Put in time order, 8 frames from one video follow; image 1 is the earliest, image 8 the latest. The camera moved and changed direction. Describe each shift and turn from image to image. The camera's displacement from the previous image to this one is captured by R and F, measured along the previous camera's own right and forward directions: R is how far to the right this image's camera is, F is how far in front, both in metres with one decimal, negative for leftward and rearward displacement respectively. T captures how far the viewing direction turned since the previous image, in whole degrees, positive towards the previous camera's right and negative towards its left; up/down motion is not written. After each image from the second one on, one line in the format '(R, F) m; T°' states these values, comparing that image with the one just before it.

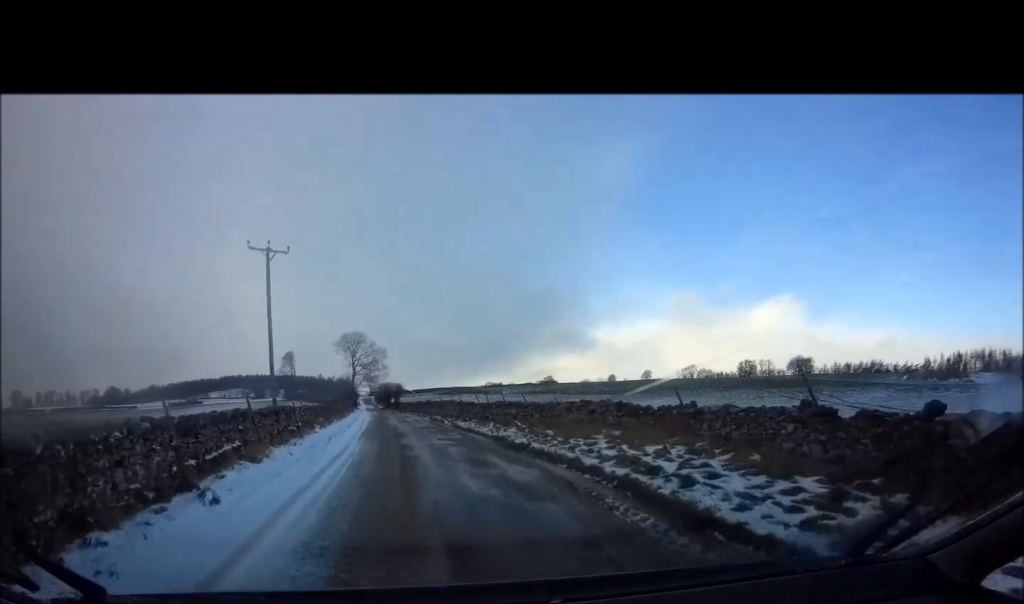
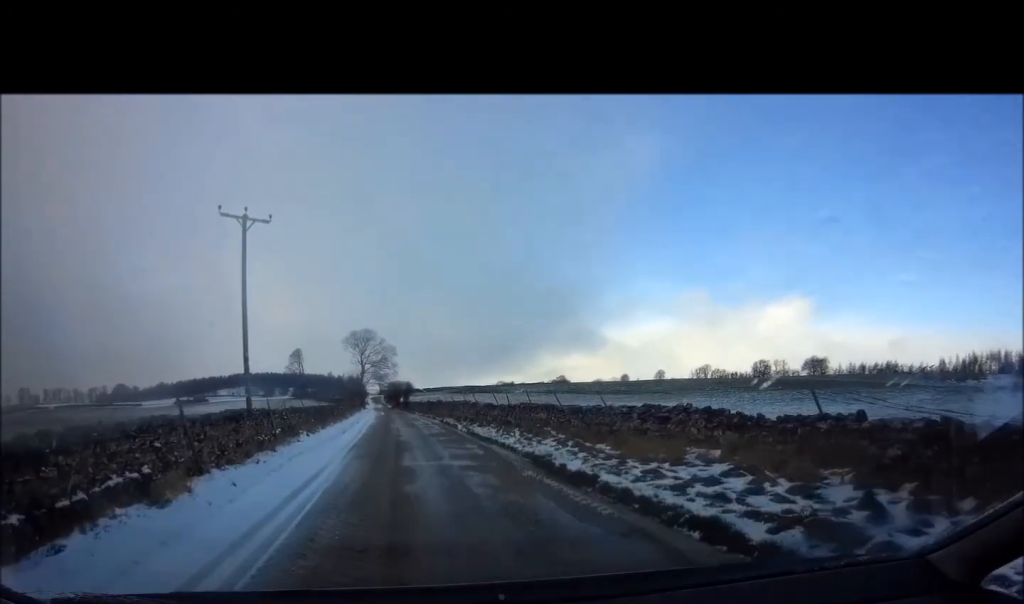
(-0.1, +5.1) m; -2°
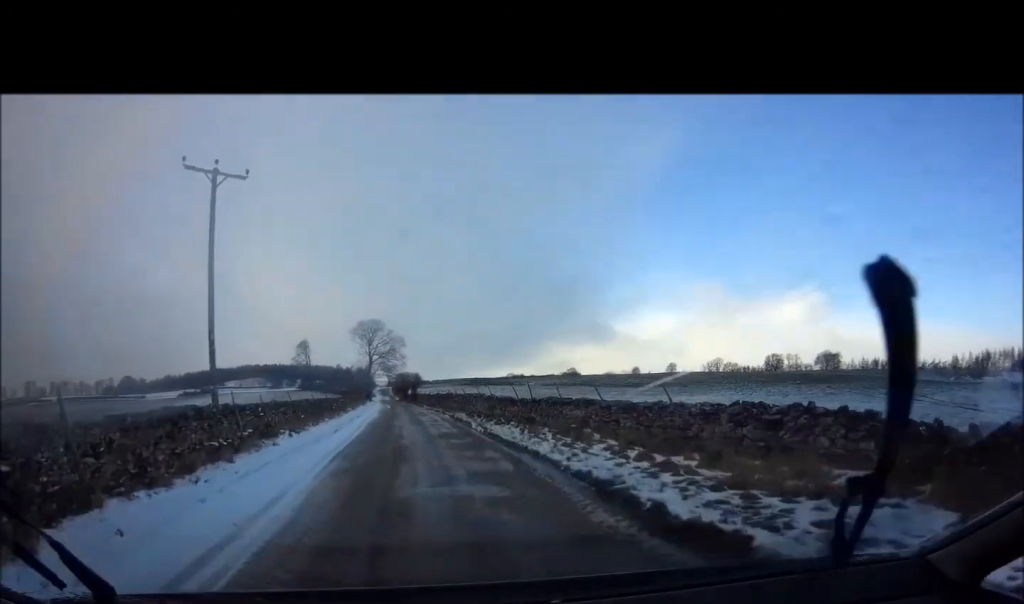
(0.0, +3.8) m; -2°
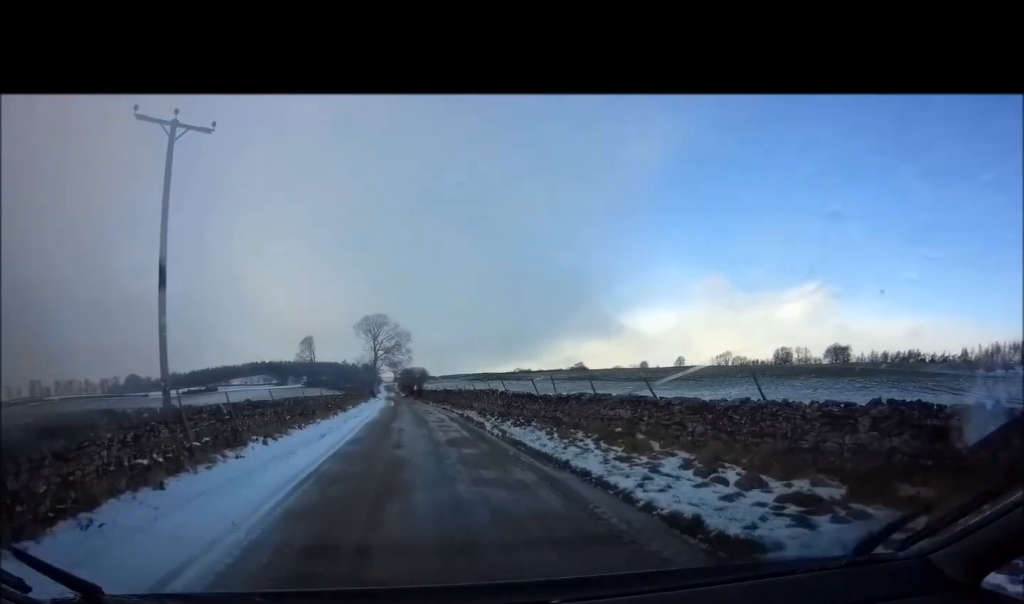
(-0.1, +3.5) m; -2°
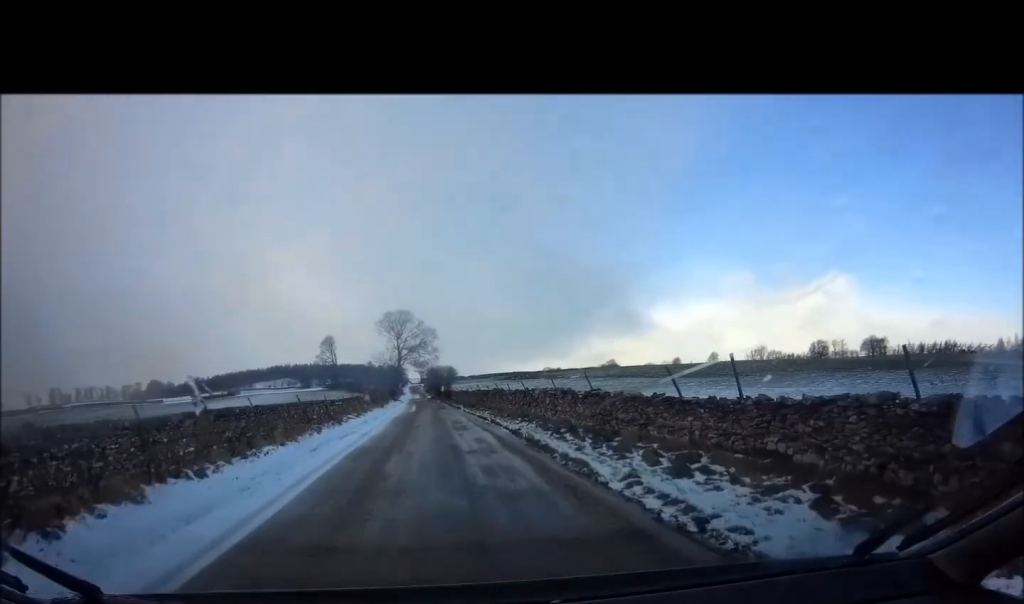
(-0.3, +10.9) m; -1°
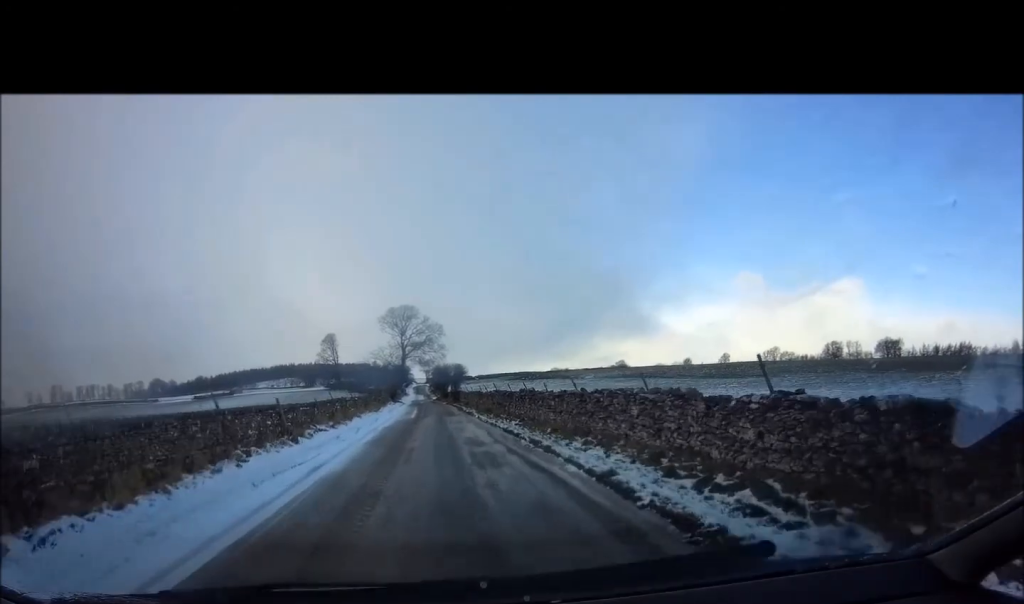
(+0.1, +8.4) m; +1°
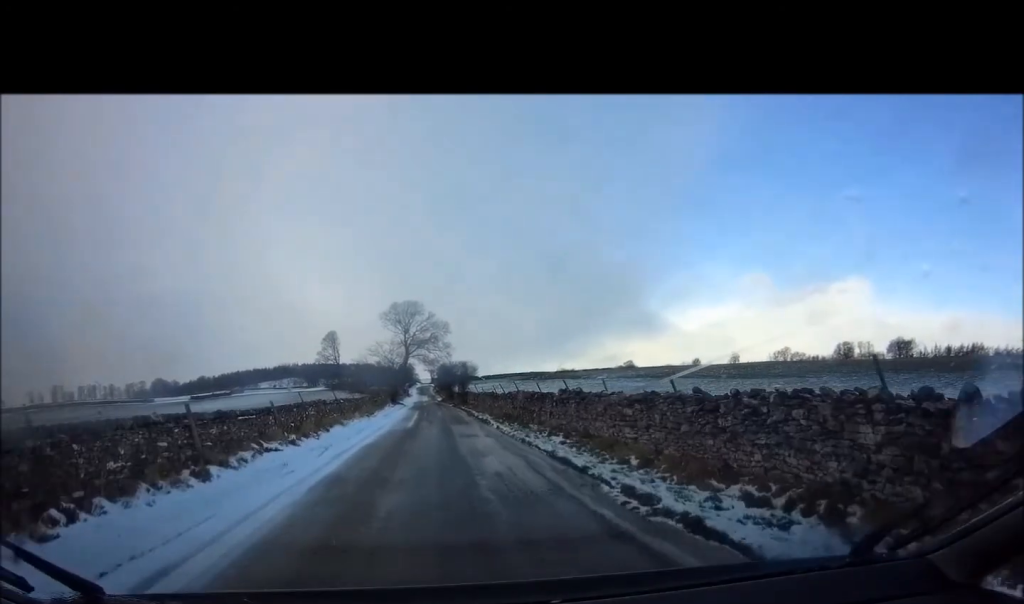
(+0.1, +6.8) m; 0°
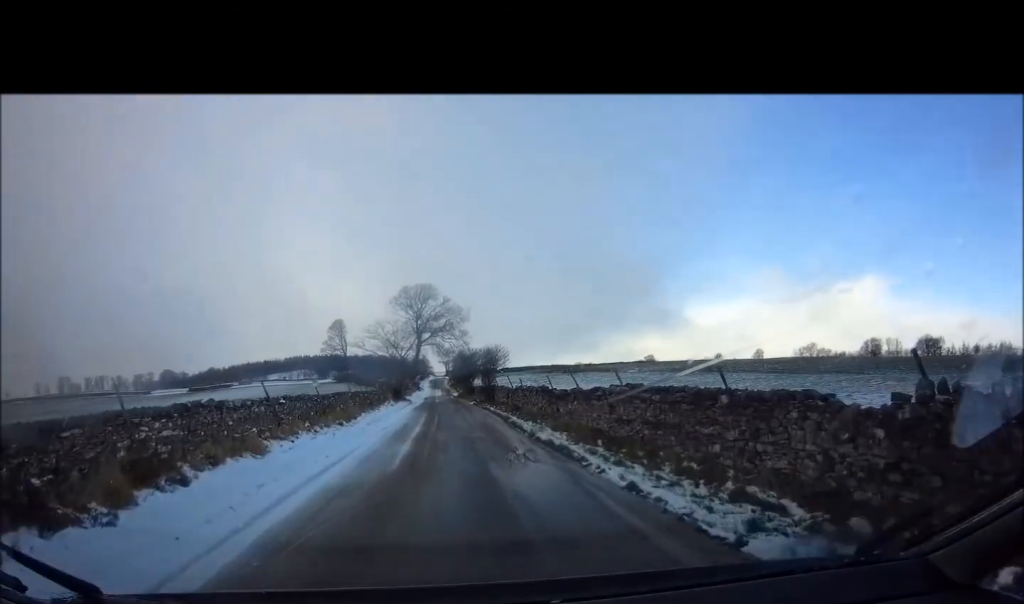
(-0.3, +13.0) m; -4°
